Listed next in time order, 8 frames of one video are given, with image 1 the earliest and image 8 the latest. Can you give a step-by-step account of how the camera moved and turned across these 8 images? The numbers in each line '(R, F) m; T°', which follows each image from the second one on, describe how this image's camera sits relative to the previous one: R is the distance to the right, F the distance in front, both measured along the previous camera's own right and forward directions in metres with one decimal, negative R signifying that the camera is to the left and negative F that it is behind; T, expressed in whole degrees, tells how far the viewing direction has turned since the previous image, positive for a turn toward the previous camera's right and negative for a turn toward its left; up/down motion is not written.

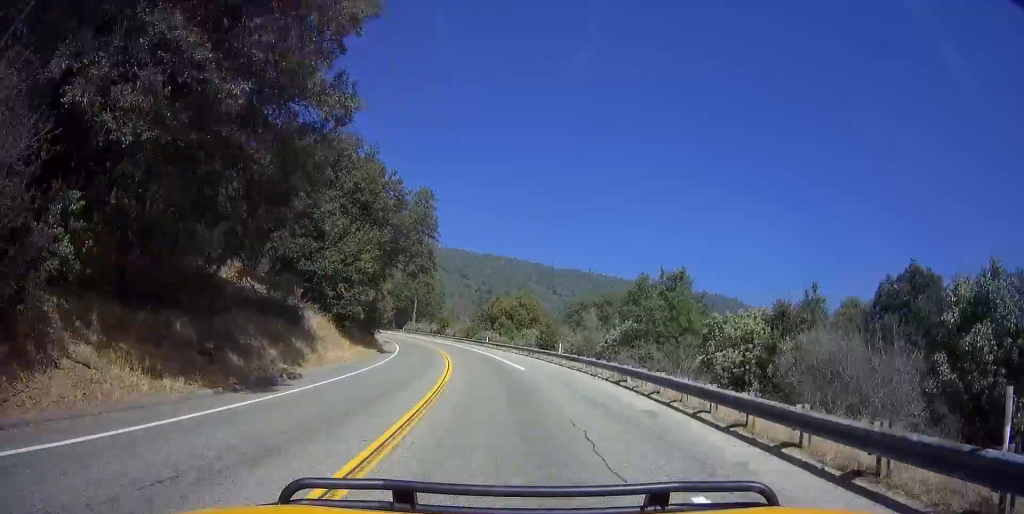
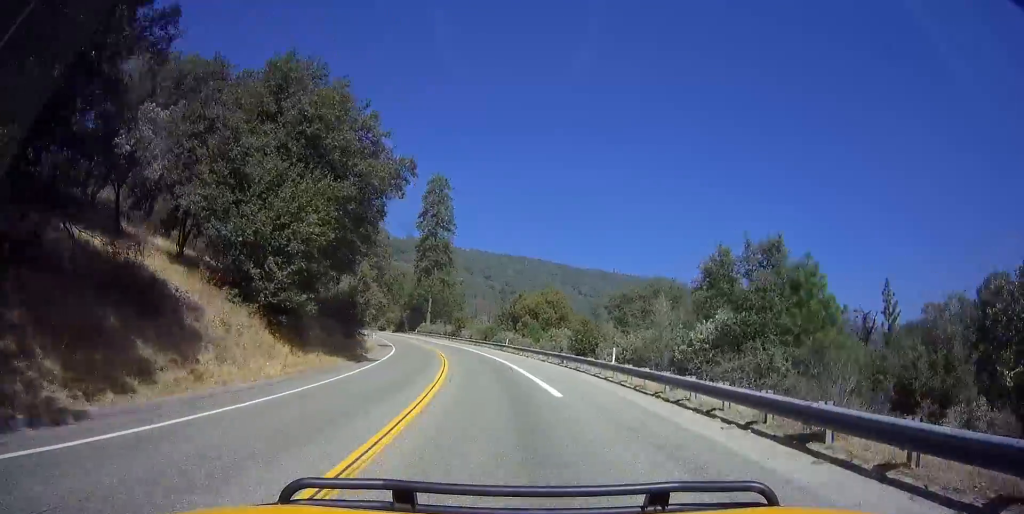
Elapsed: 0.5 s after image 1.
(+0.4, +11.5) m; -3°
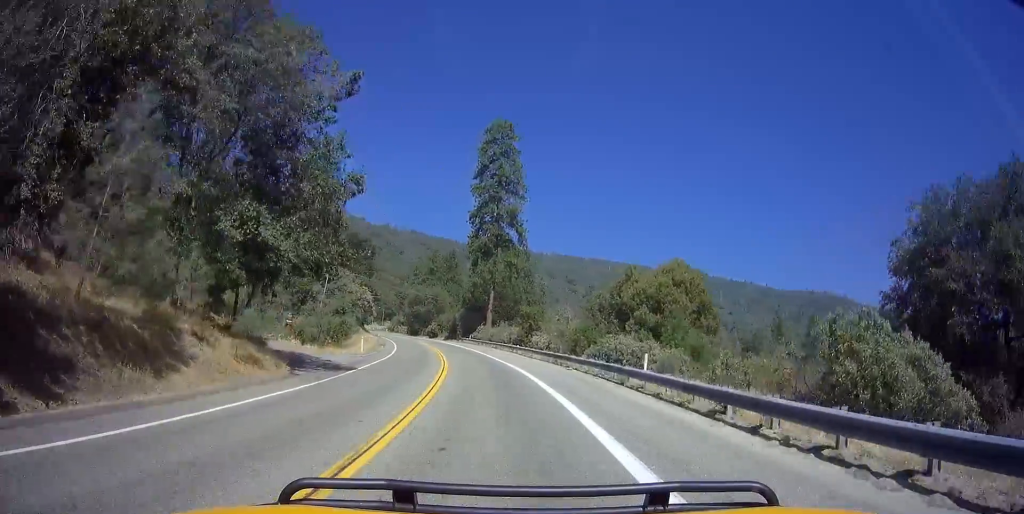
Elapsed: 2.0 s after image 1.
(-3.9, +32.2) m; -10°
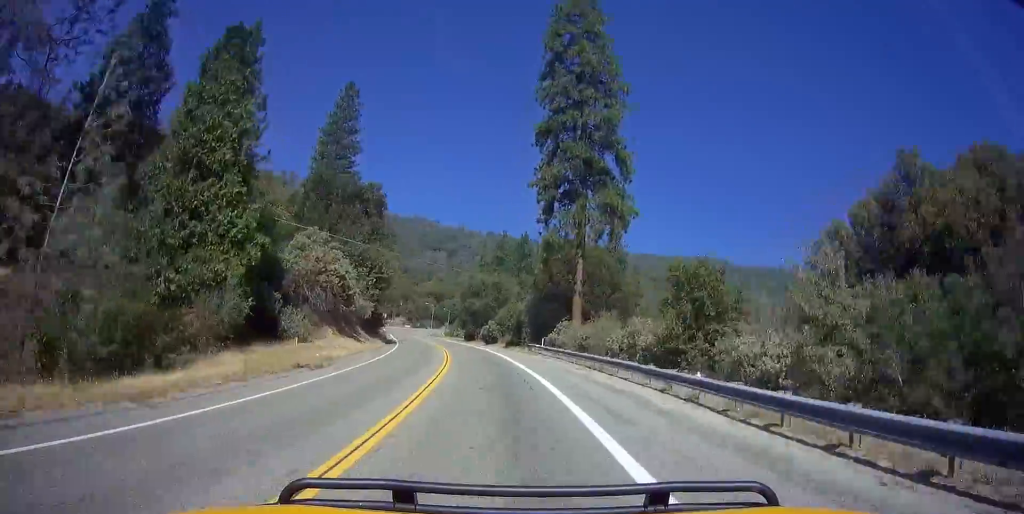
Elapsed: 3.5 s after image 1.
(-1.4, +32.0) m; -7°
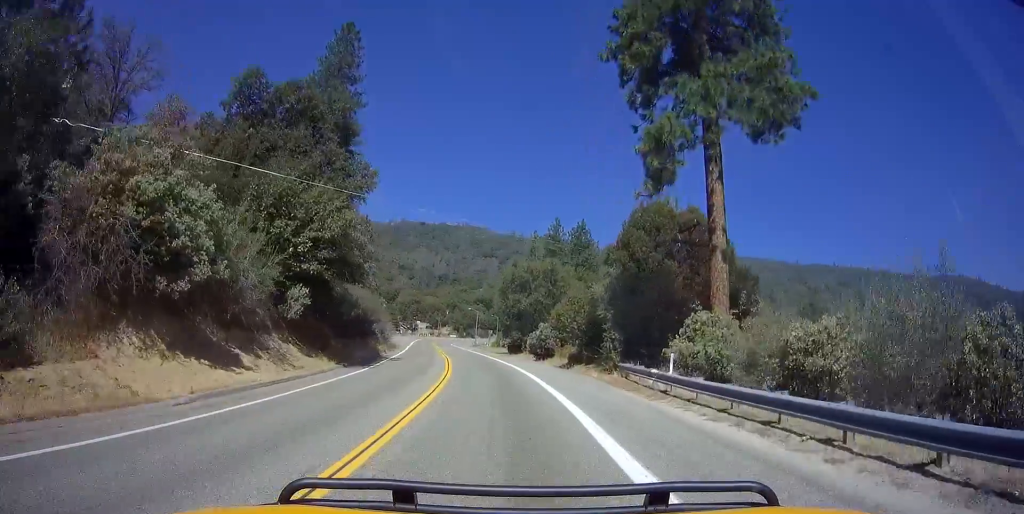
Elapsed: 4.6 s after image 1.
(-1.5, +22.1) m; -4°
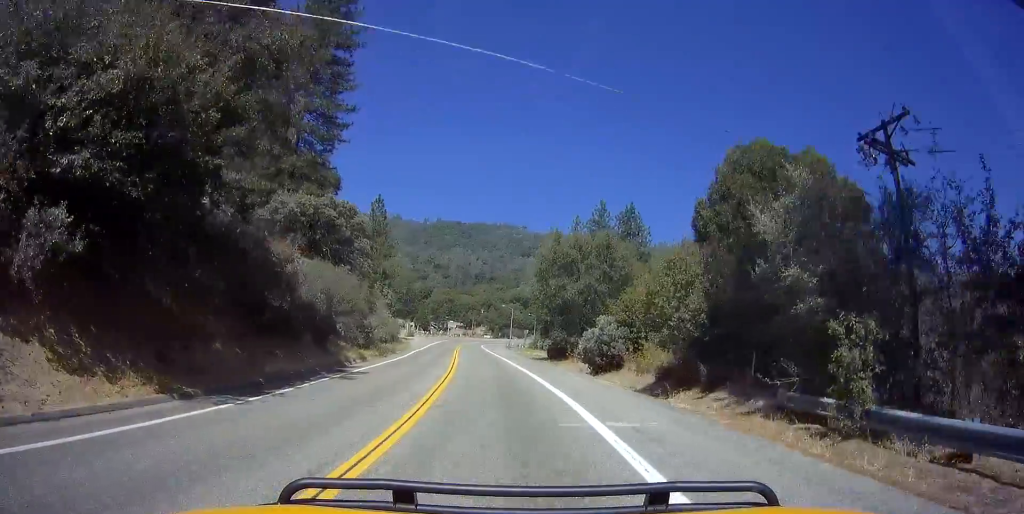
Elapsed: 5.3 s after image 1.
(0.0, +15.0) m; -1°
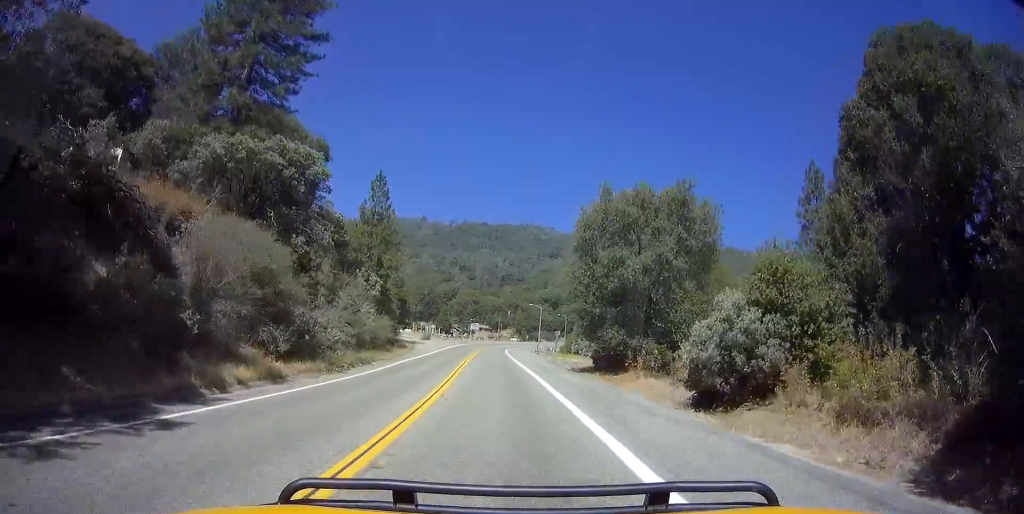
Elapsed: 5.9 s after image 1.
(-0.2, +13.7) m; -1°
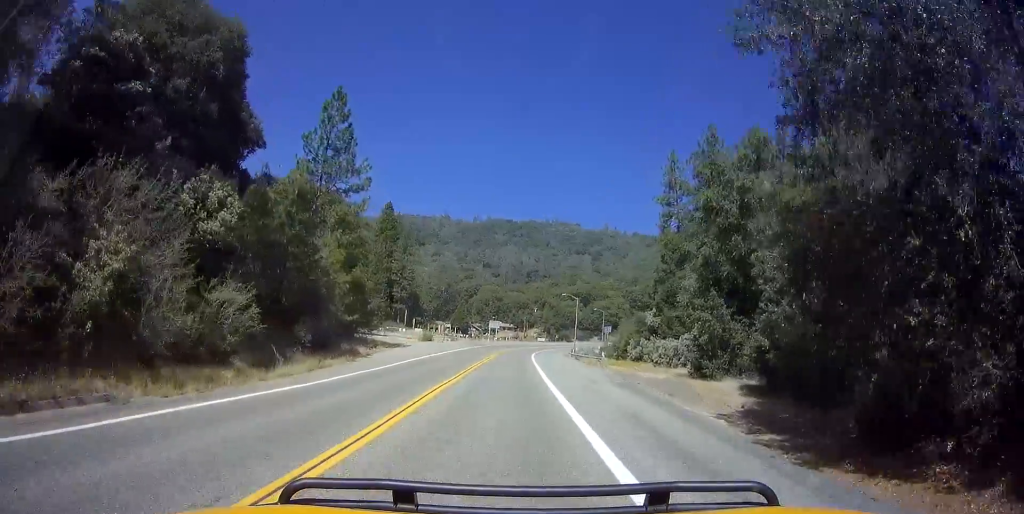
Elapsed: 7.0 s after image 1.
(-0.4, +24.6) m; -1°
